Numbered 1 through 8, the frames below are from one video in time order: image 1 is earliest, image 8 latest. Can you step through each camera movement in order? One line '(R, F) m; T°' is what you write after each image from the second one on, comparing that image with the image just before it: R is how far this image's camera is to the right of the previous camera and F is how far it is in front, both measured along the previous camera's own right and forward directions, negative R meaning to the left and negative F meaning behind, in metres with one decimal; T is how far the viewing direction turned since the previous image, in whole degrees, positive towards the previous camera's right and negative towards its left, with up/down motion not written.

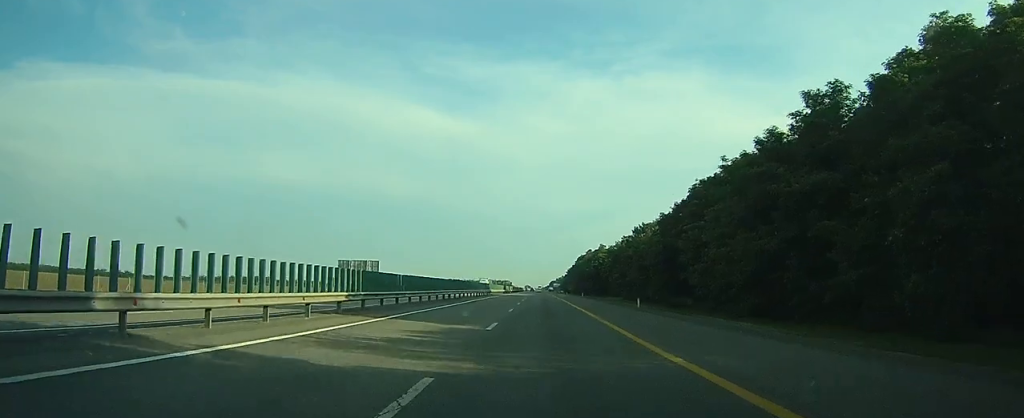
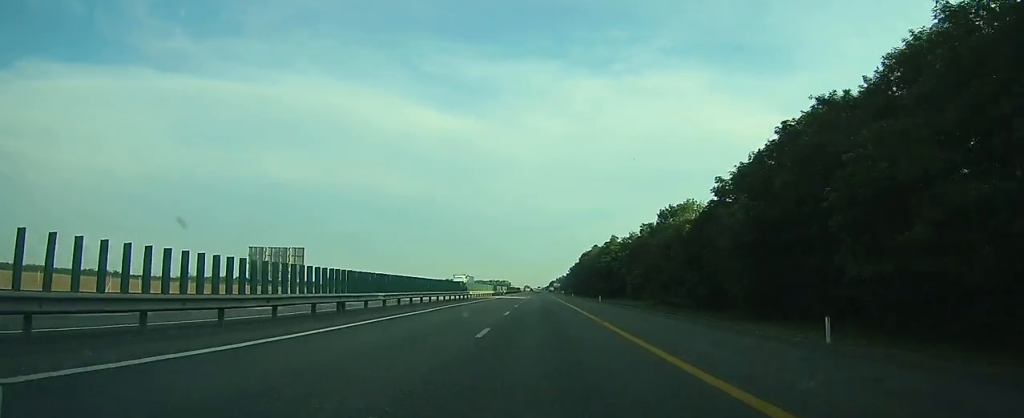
(-0.1, +26.7) m; 0°
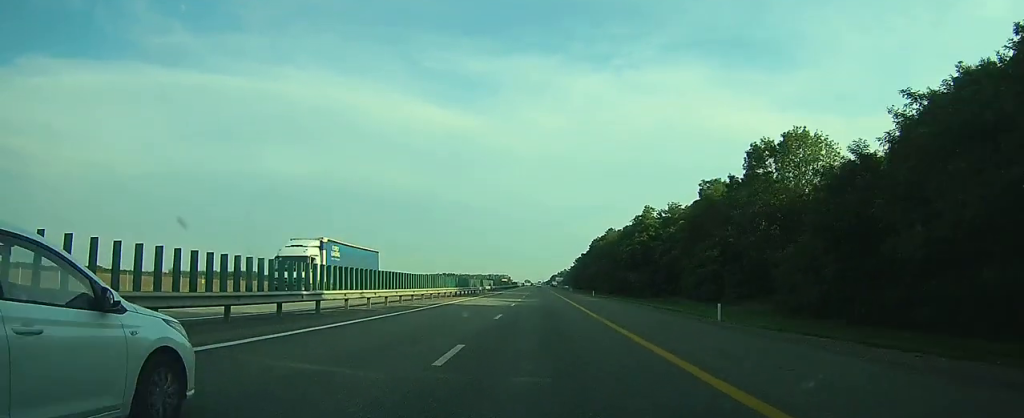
(0.0, +42.3) m; 0°
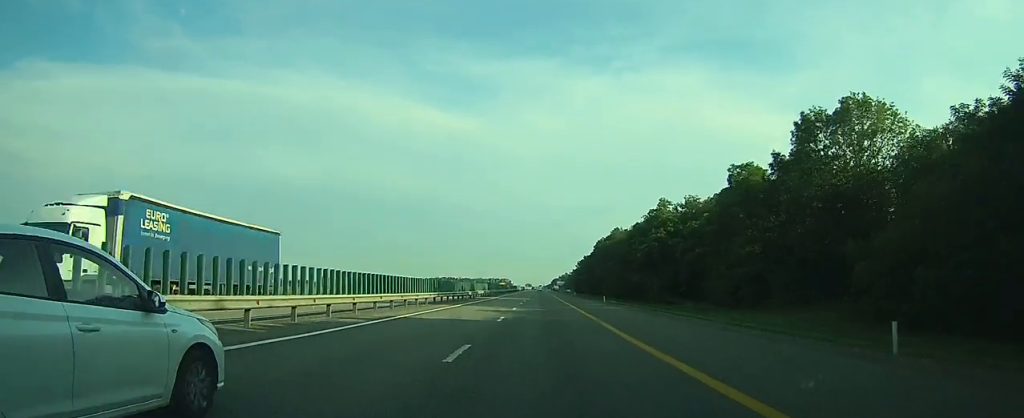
(0.0, +11.2) m; 0°
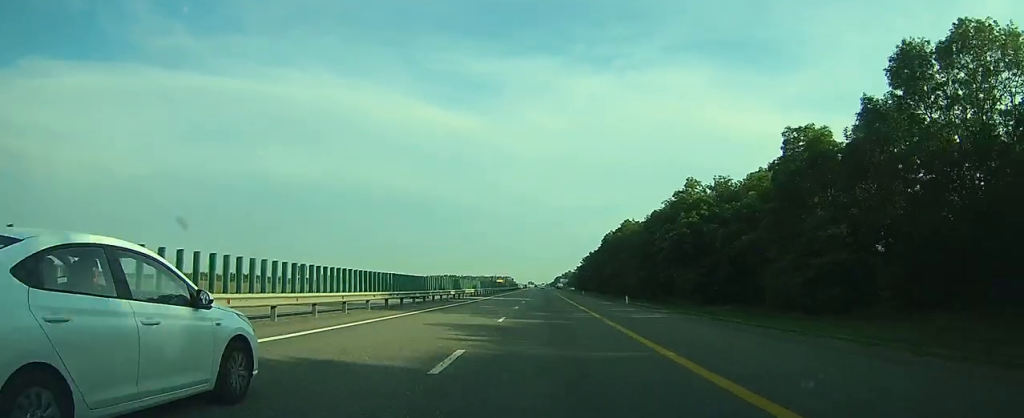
(0.0, +13.9) m; 0°
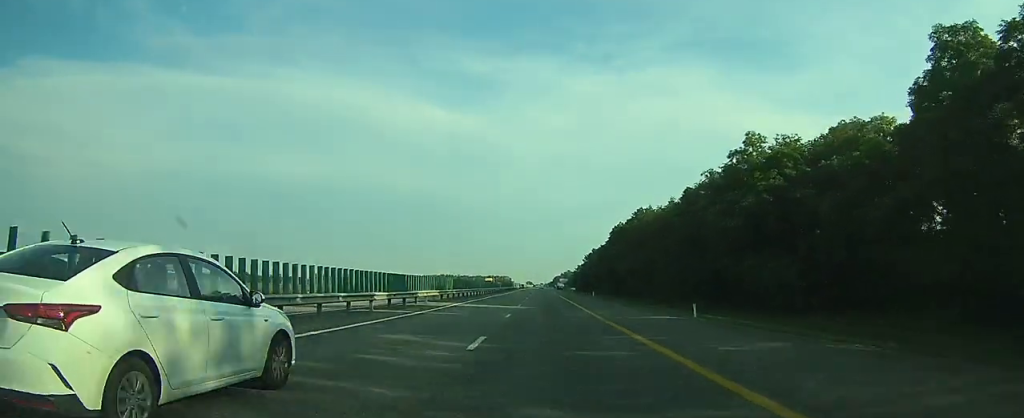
(0.0, +20.8) m; 0°
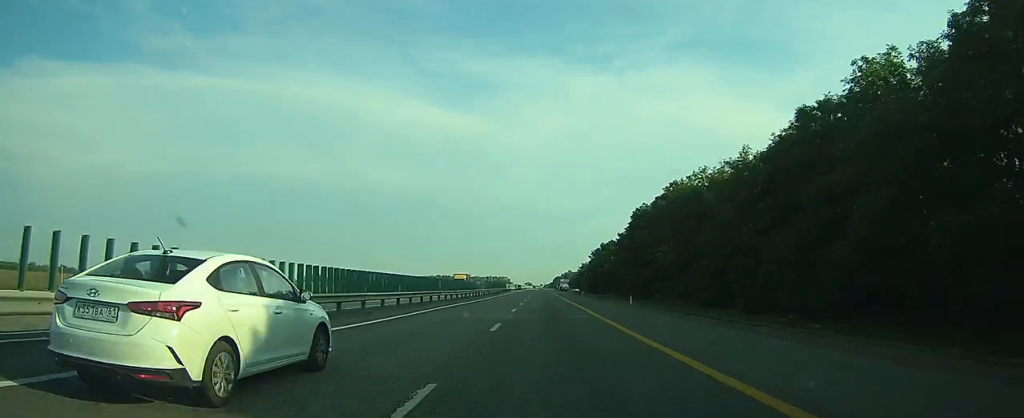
(0.0, +30.9) m; 0°
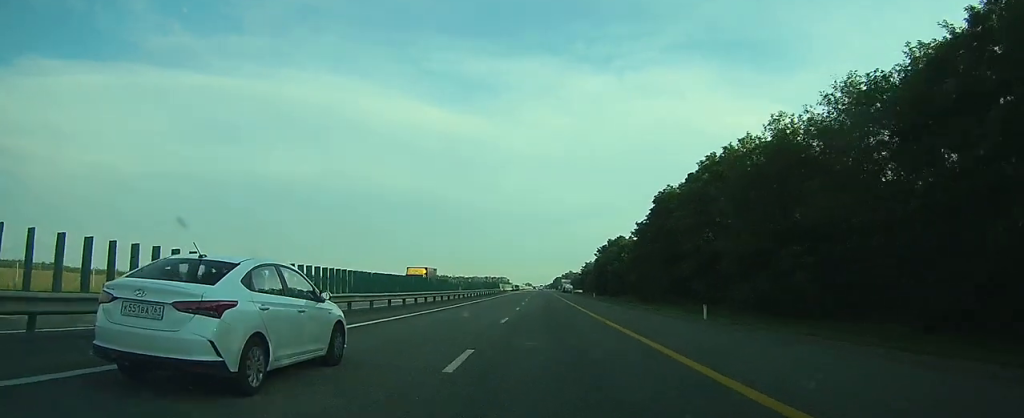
(0.0, +19.4) m; 0°
